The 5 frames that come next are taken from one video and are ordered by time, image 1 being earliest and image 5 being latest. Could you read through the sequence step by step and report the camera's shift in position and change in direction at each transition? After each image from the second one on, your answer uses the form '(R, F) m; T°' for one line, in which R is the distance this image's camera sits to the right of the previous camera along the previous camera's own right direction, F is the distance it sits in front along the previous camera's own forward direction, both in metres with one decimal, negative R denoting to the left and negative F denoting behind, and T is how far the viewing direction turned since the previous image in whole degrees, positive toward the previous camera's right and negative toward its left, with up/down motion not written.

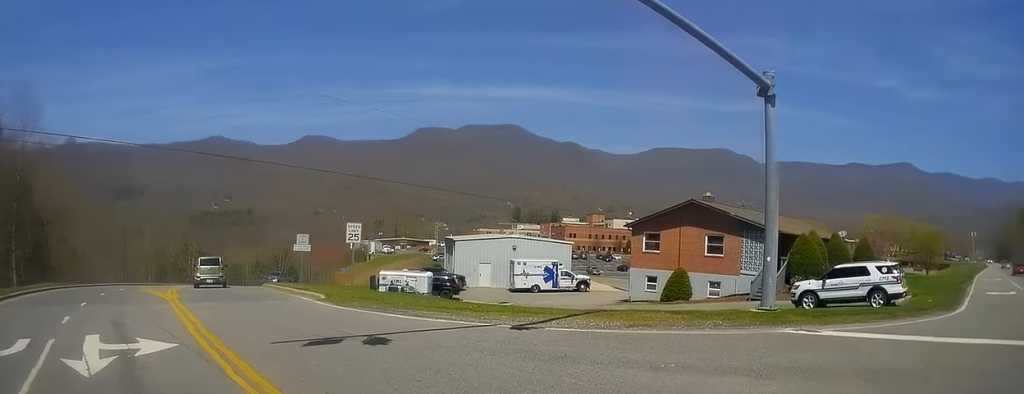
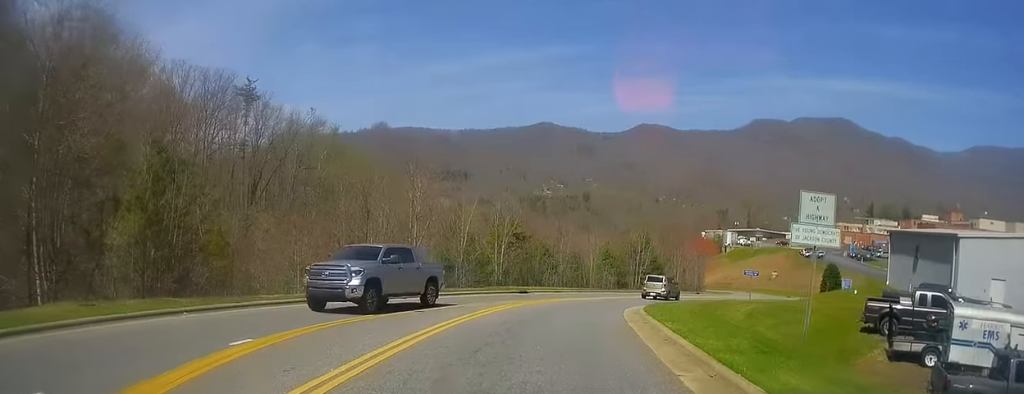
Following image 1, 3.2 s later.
(-6.8, +25.1) m; -19°
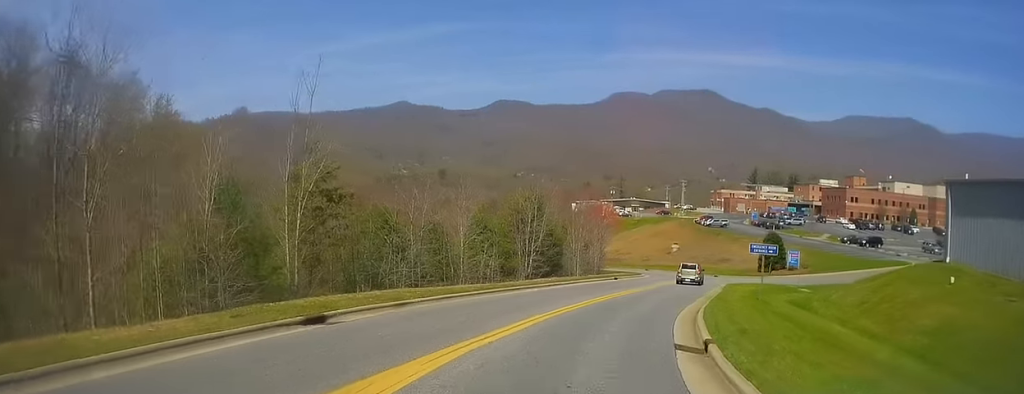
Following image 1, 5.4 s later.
(+1.4, +21.5) m; +11°
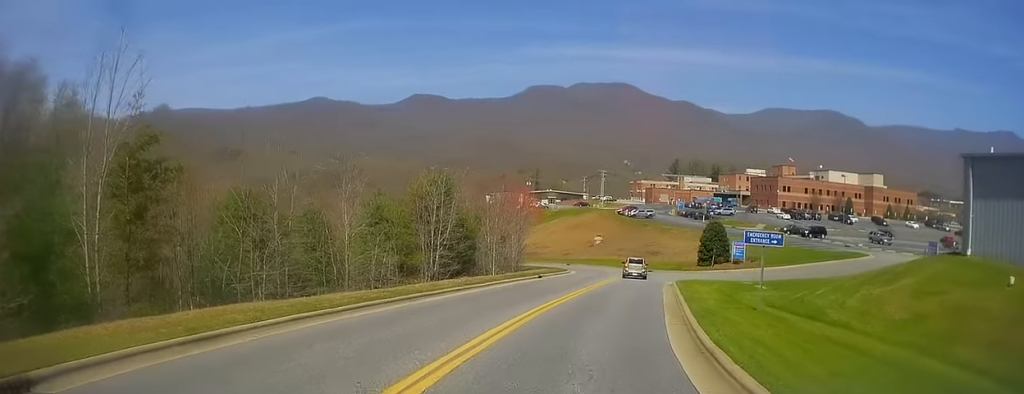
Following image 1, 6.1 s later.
(+0.4, +7.8) m; +8°
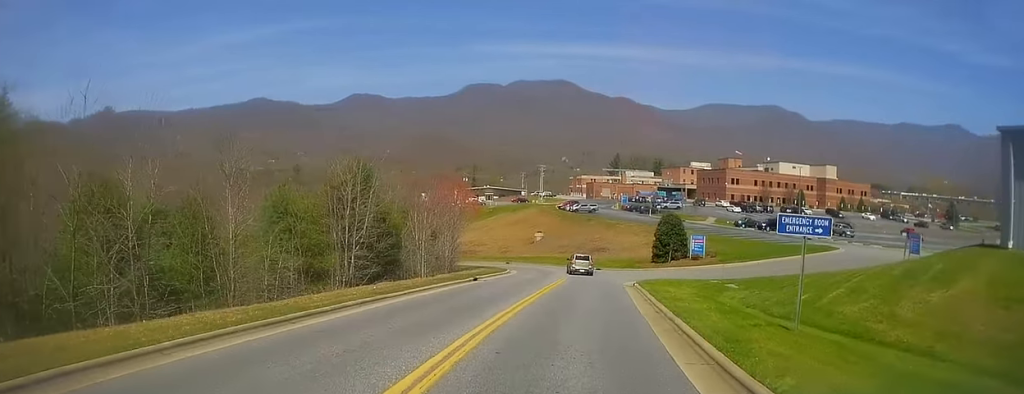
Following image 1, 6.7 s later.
(+0.1, +6.1) m; +7°
